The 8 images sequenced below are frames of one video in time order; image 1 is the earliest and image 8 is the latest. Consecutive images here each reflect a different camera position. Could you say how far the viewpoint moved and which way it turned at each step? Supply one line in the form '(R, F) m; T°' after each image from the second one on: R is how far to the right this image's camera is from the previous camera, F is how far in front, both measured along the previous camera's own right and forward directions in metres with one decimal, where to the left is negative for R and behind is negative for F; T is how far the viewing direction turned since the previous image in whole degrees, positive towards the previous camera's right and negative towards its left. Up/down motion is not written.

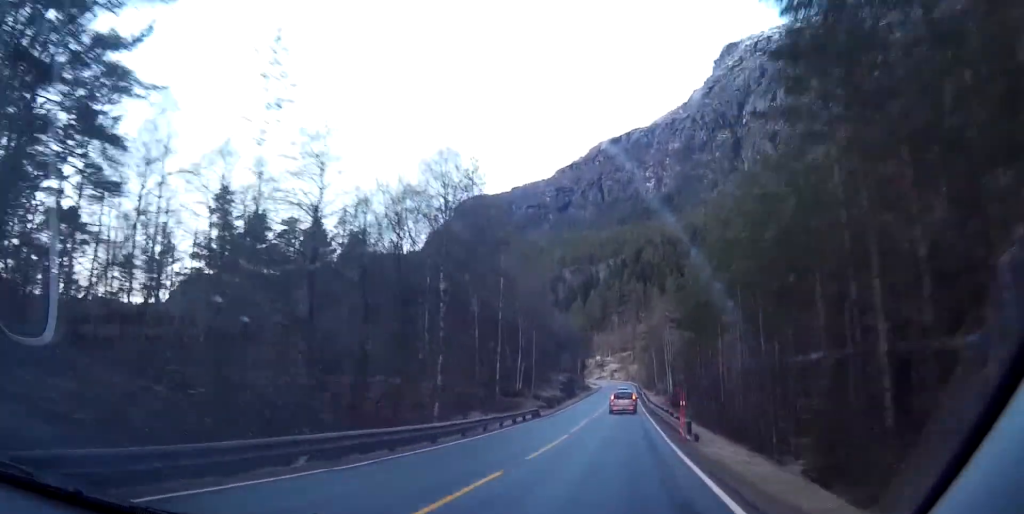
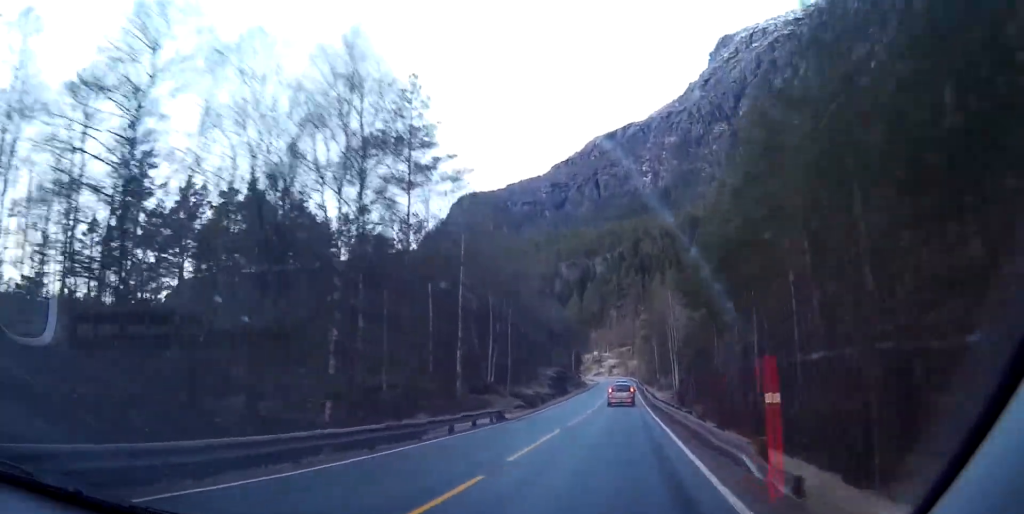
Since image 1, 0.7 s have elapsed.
(-2.0, +14.0) m; -5°
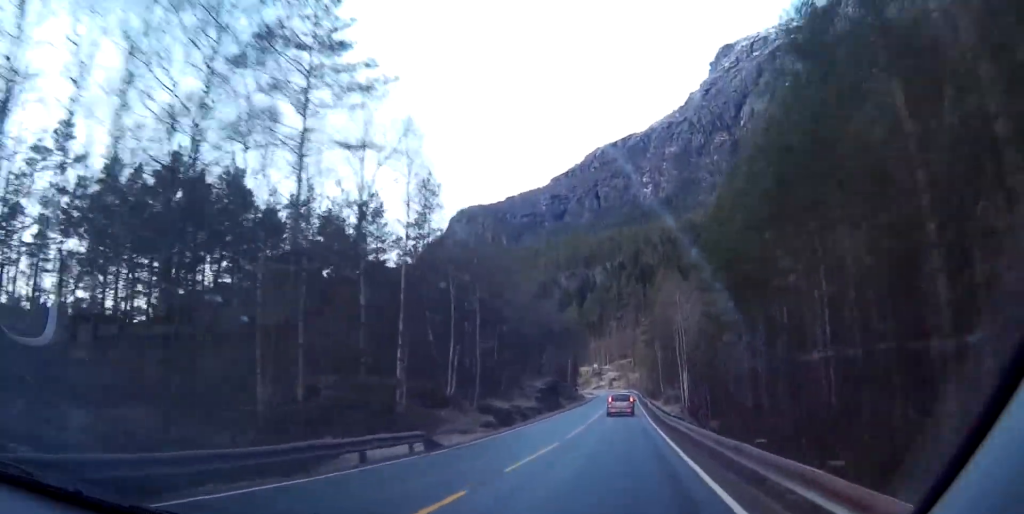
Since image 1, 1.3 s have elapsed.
(-0.5, +12.6) m; -2°
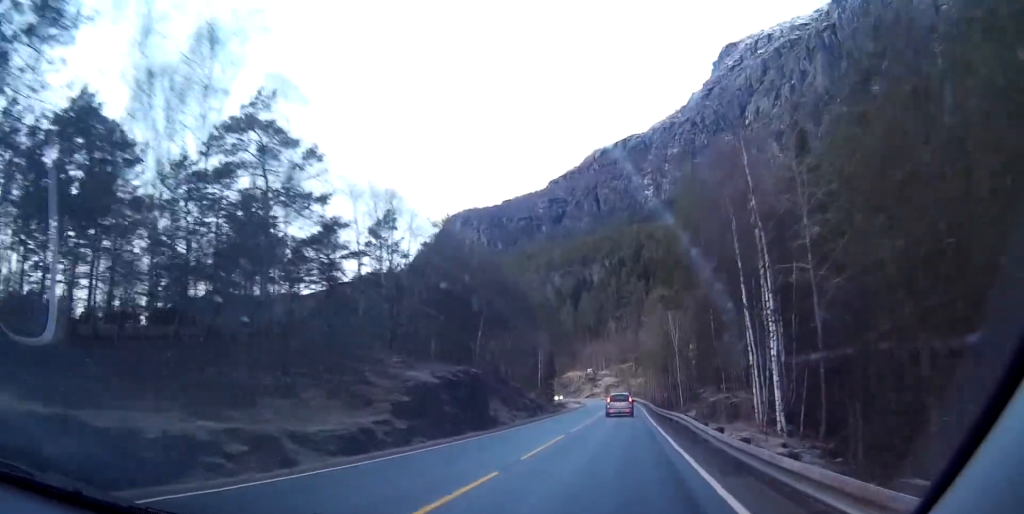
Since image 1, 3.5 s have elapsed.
(-0.1, +46.3) m; -1°
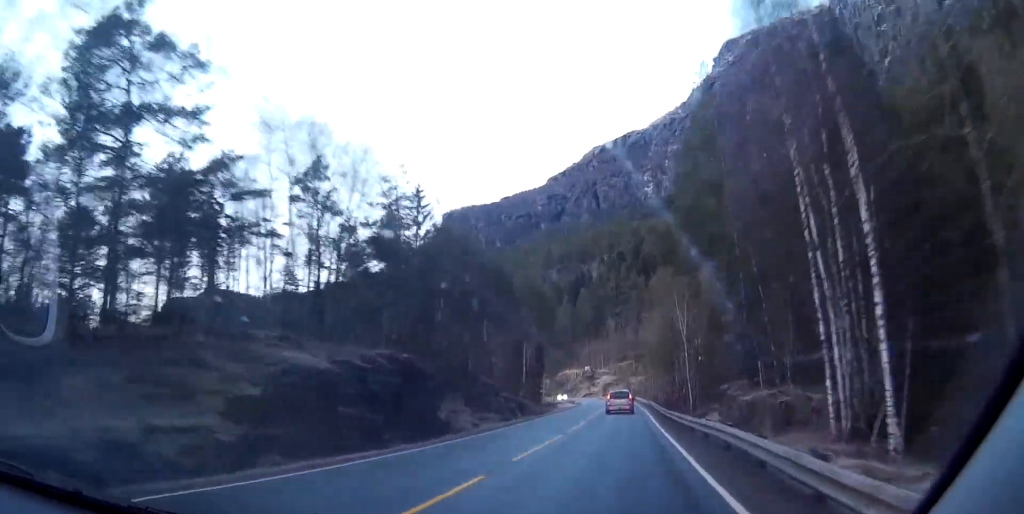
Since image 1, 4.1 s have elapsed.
(-0.1, +13.4) m; -1°
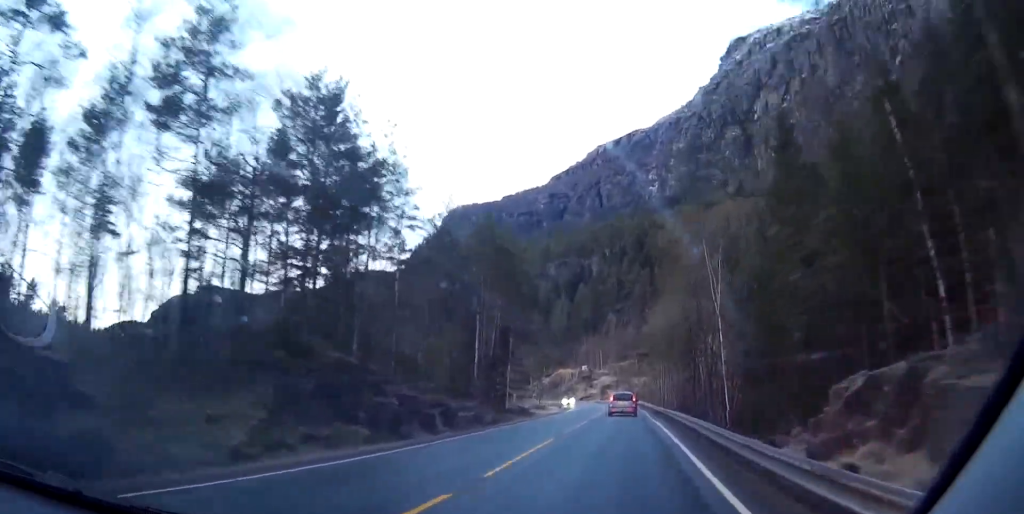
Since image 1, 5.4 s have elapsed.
(+0.1, +25.9) m; 0°
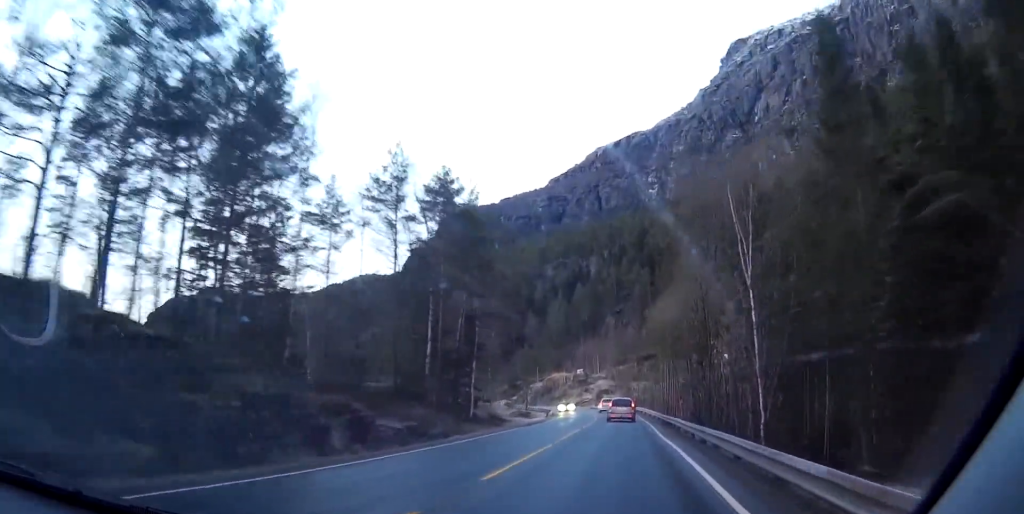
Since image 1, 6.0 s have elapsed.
(0.0, +12.5) m; 0°
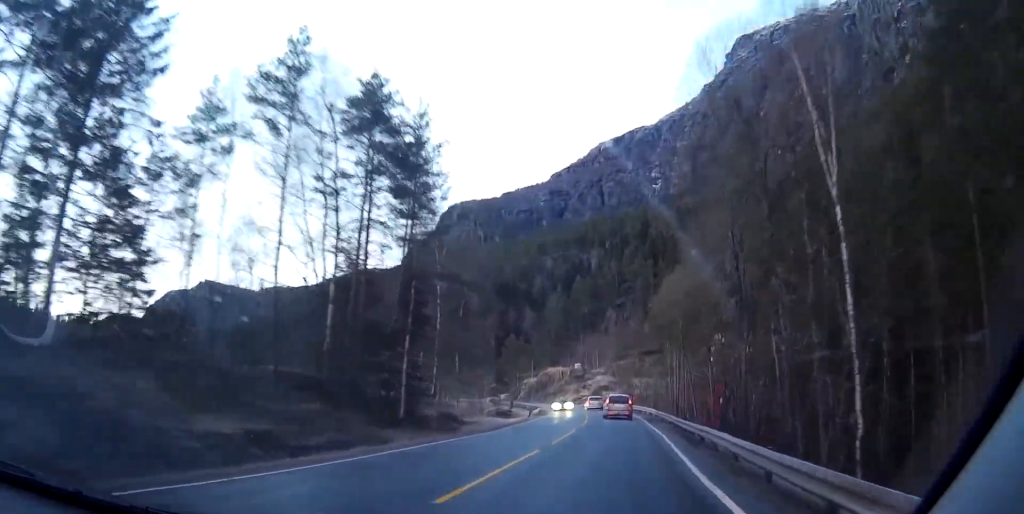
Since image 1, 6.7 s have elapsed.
(-0.1, +14.1) m; 0°
